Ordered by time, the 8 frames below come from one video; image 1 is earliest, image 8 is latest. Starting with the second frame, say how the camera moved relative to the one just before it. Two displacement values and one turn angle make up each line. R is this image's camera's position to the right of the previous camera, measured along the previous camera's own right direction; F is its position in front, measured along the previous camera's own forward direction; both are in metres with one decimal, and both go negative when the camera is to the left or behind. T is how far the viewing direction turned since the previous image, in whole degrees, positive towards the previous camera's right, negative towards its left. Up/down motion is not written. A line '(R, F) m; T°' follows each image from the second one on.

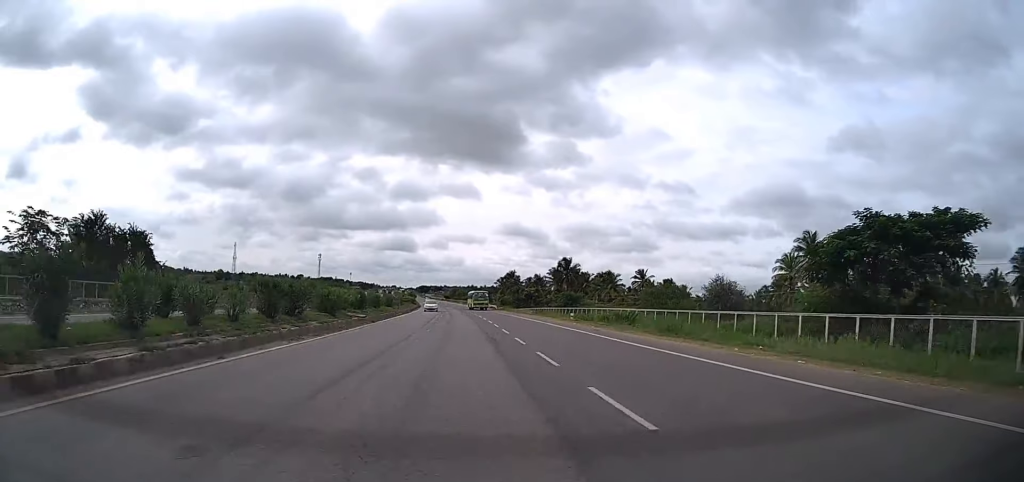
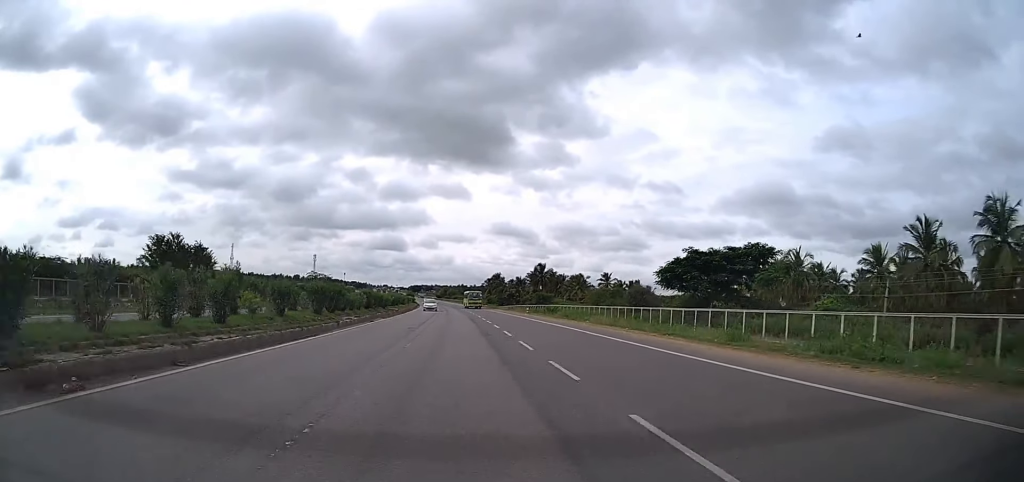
(+0.3, +20.3) m; +2°
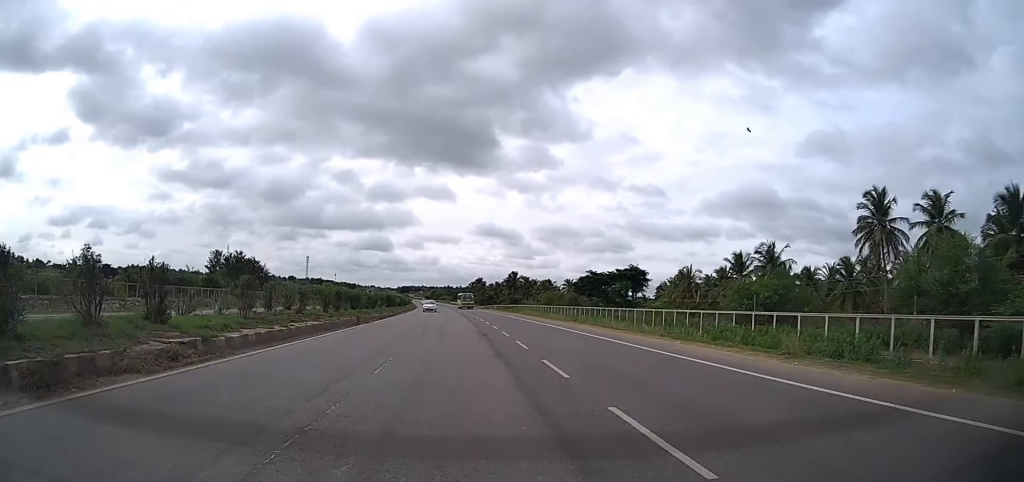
(+0.6, +27.6) m; +2°
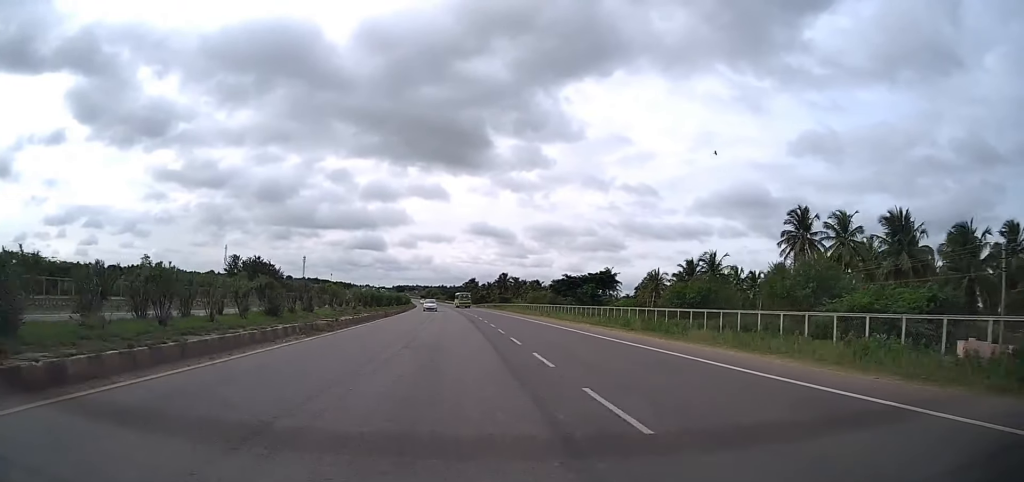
(+0.1, +11.7) m; 0°
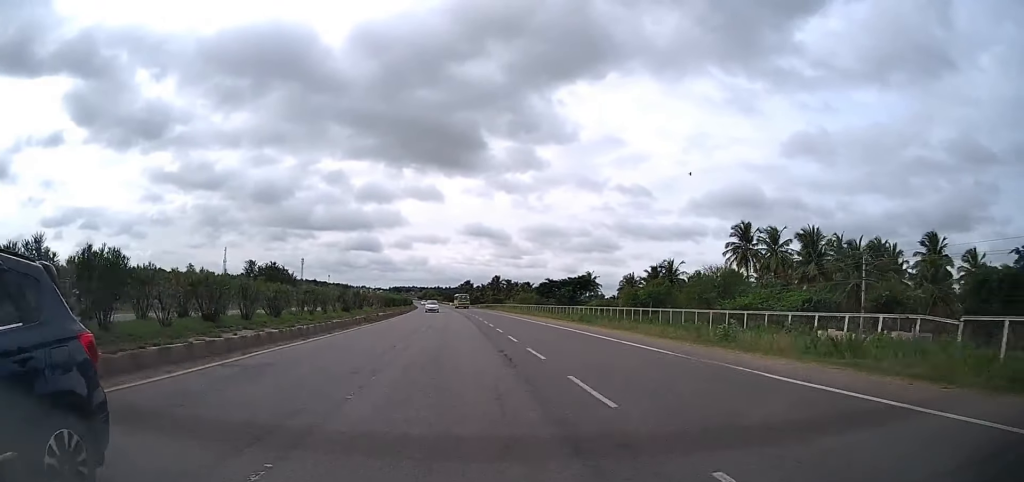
(+0.1, +11.4) m; 0°
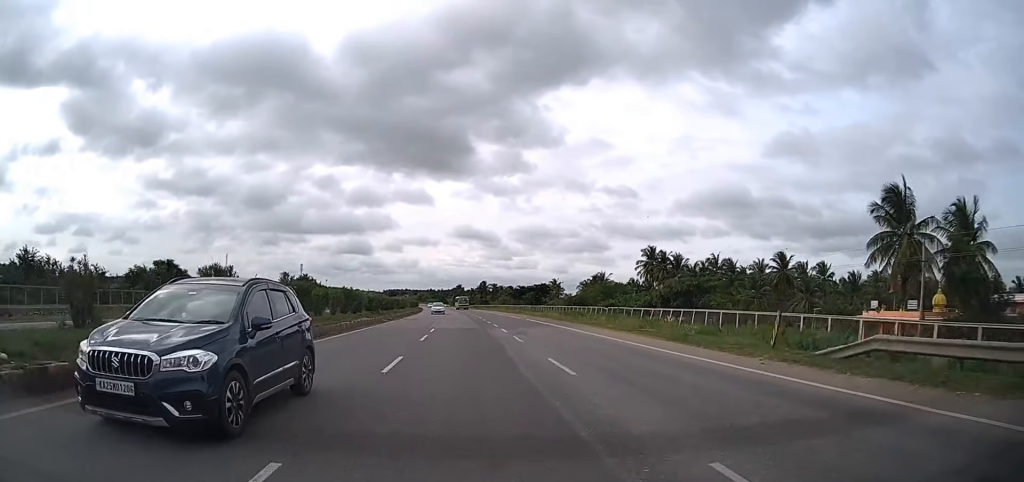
(+0.1, +26.9) m; +1°
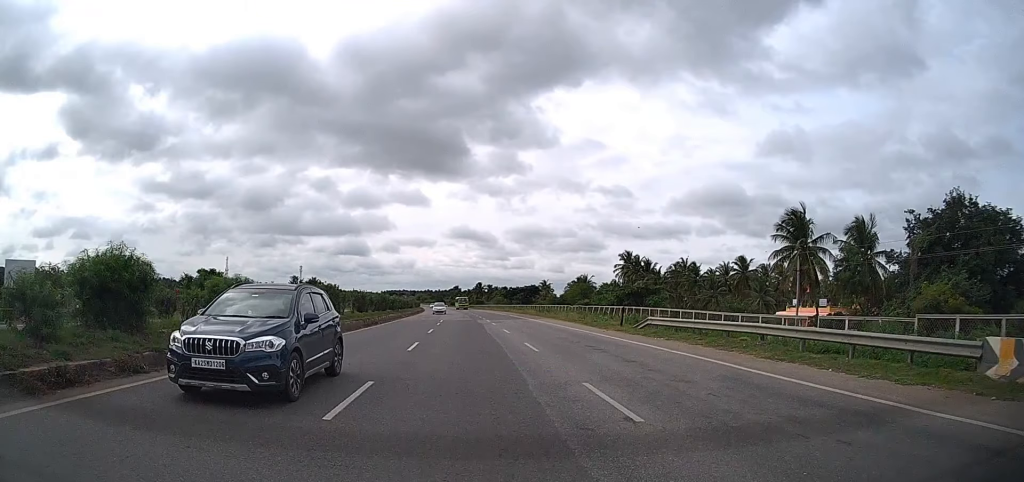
(+1.4, +48.9) m; +2°
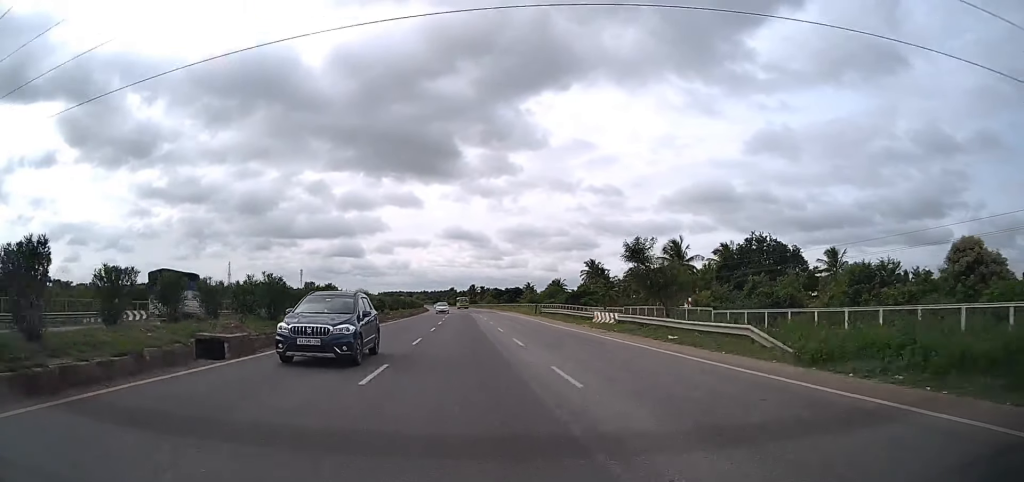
(0.0, +25.5) m; 0°
